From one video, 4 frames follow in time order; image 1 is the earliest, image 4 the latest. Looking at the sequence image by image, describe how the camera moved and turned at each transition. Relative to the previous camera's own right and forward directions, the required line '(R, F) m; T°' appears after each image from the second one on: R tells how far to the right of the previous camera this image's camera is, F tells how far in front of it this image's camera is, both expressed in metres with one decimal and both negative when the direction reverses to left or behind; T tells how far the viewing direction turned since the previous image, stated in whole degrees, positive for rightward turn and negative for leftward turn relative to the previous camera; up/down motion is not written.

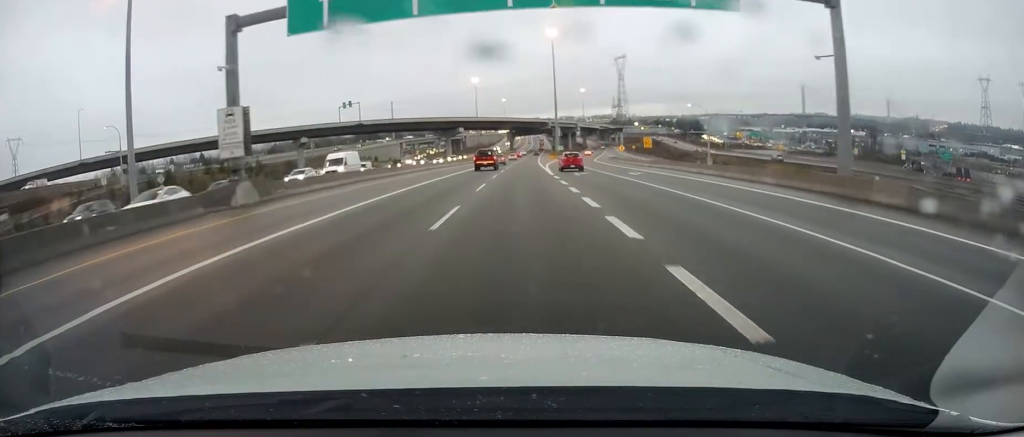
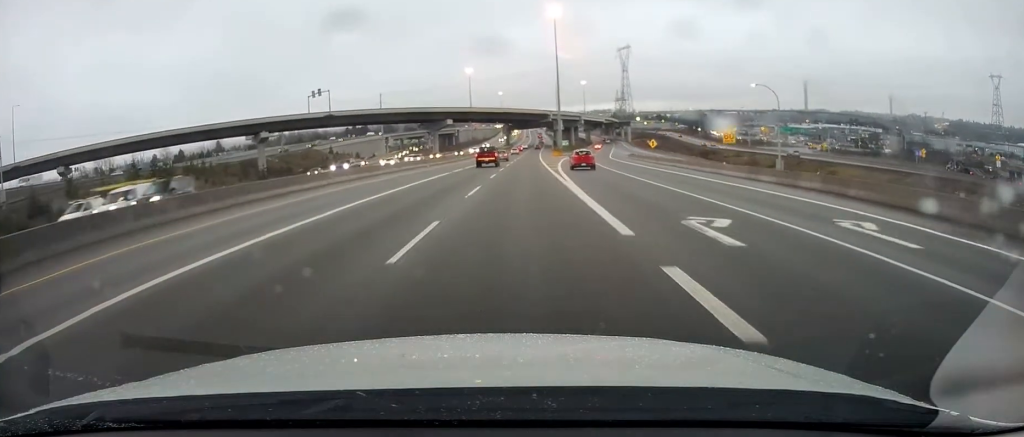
(+0.3, +29.5) m; 0°
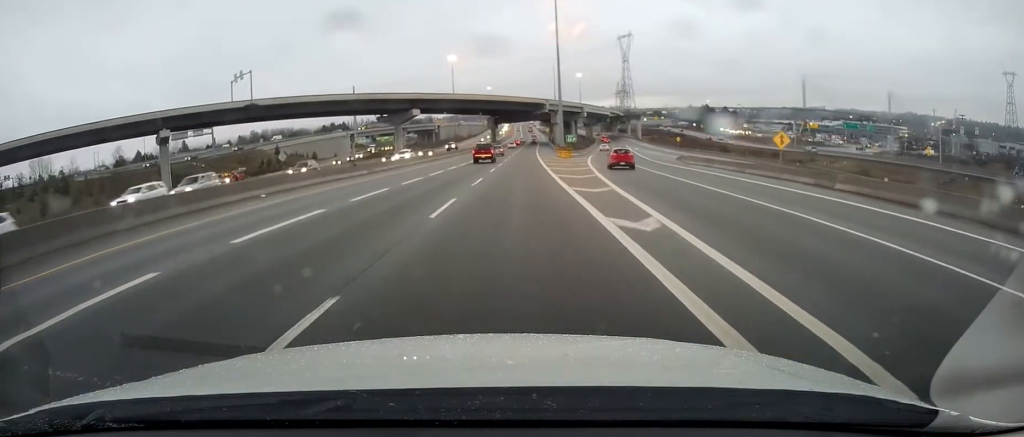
(+0.7, +46.2) m; +2°
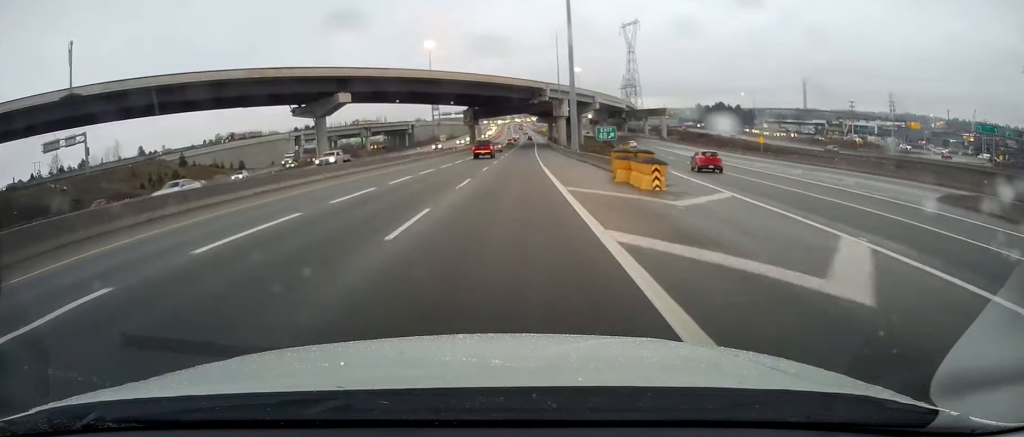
(-0.7, +55.4) m; 0°
